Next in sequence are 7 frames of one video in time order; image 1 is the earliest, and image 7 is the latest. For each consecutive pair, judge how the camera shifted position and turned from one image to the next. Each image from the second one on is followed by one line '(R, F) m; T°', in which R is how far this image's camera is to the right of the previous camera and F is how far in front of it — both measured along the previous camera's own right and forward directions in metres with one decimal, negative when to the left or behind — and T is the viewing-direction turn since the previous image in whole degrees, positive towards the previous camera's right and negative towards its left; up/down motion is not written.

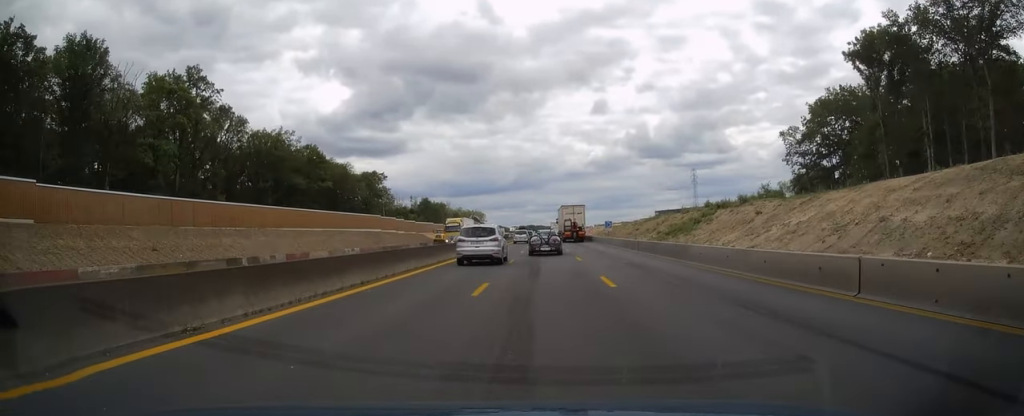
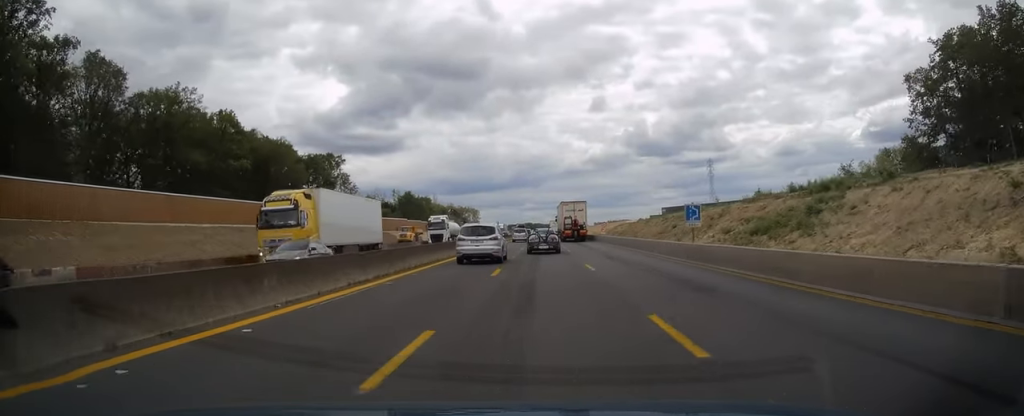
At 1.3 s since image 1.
(-0.1, +33.9) m; 0°
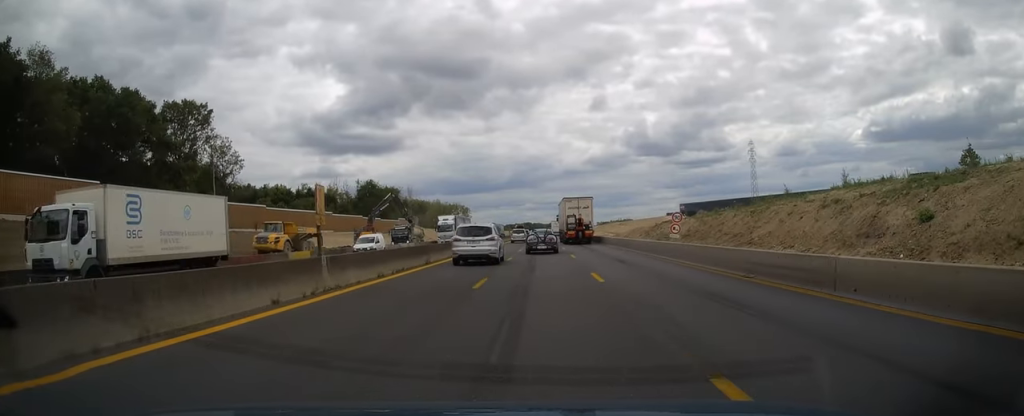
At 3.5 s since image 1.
(0.0, +55.9) m; 0°
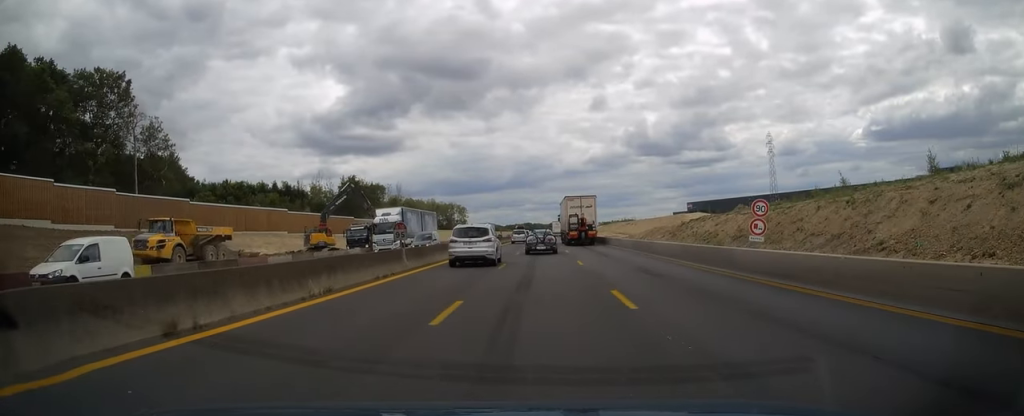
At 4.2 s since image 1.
(0.0, +18.3) m; 0°
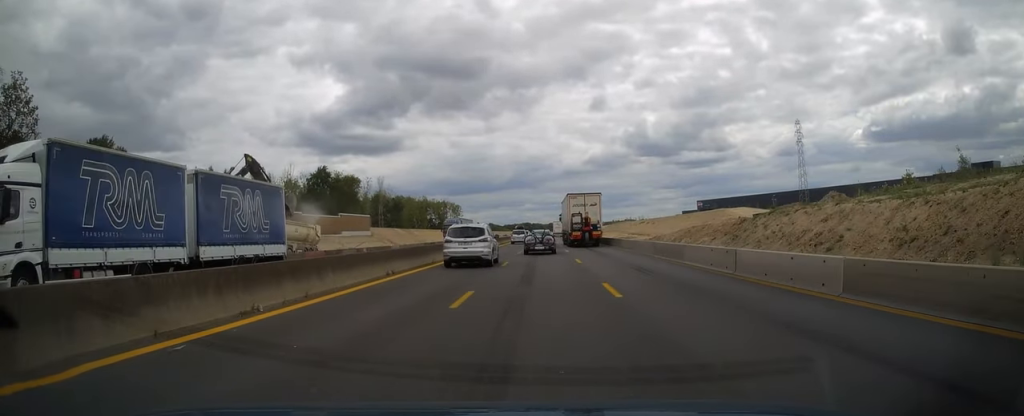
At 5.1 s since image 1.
(0.0, +23.9) m; 0°
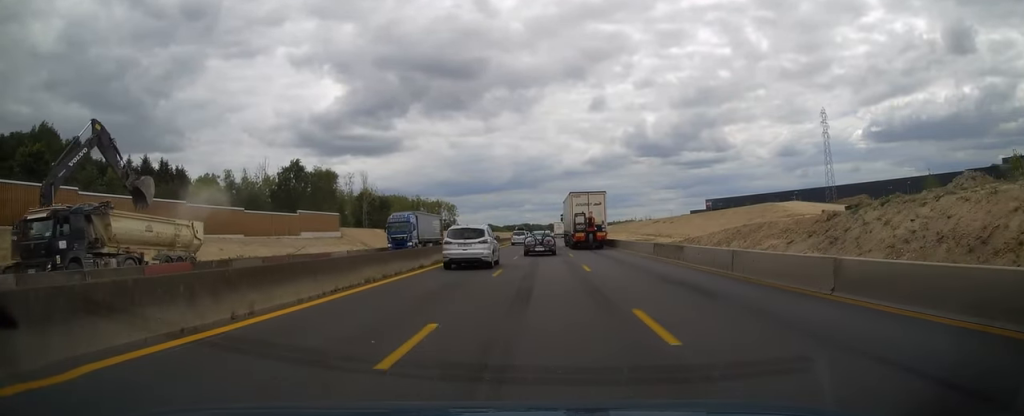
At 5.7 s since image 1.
(0.0, +17.5) m; 0°
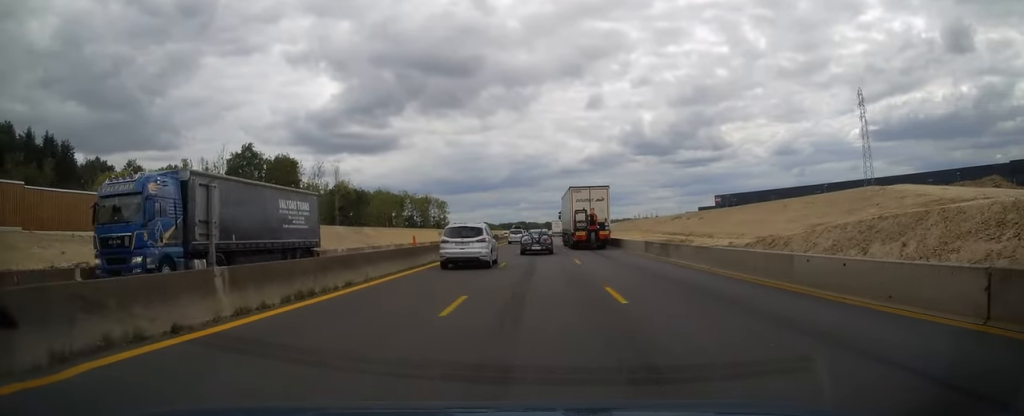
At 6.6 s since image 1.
(+0.1, +22.1) m; 0°
